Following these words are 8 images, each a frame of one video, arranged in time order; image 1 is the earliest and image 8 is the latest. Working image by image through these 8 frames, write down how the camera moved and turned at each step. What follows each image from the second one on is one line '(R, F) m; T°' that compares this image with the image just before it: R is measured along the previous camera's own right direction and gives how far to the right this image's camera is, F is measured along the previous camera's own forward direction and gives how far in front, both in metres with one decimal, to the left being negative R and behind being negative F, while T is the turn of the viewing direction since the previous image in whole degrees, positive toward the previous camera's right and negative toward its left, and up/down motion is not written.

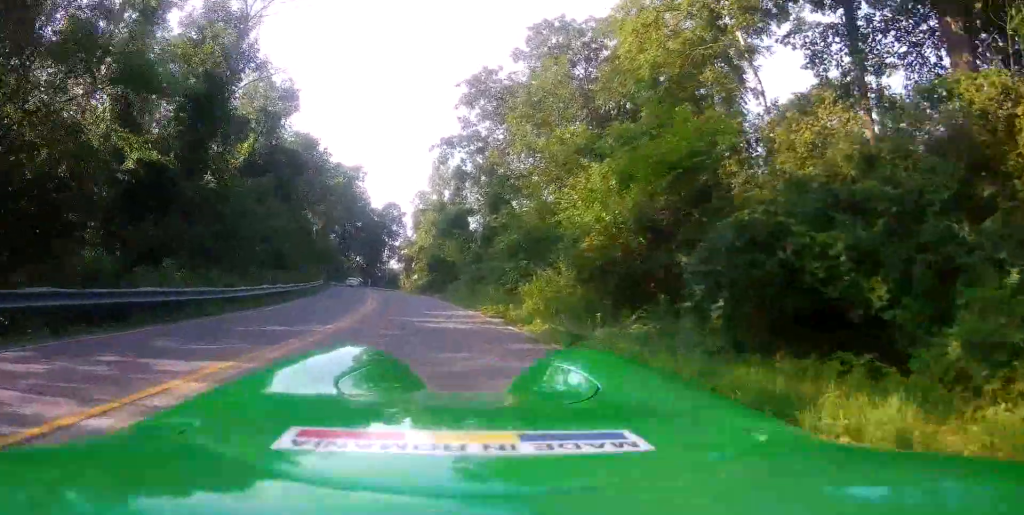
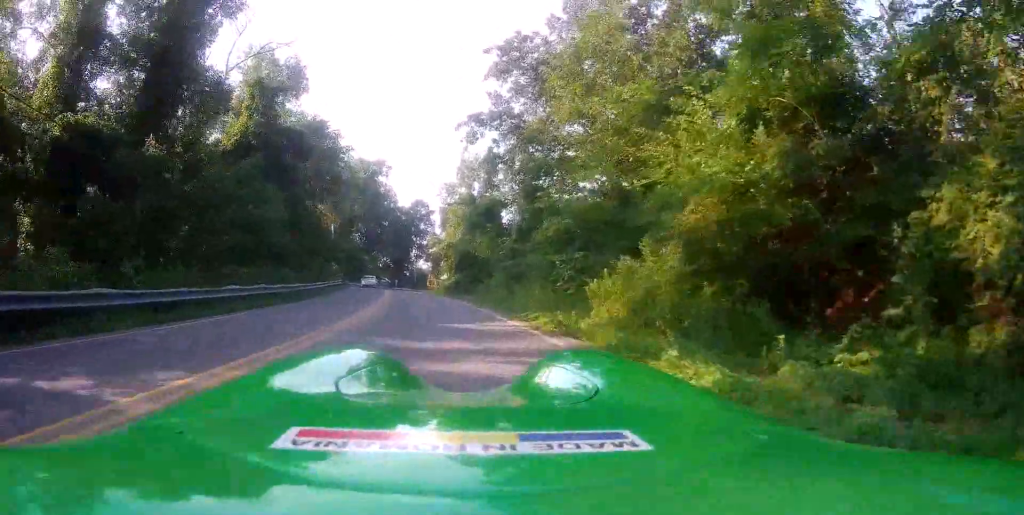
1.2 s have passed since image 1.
(-0.7, +6.3) m; -6°
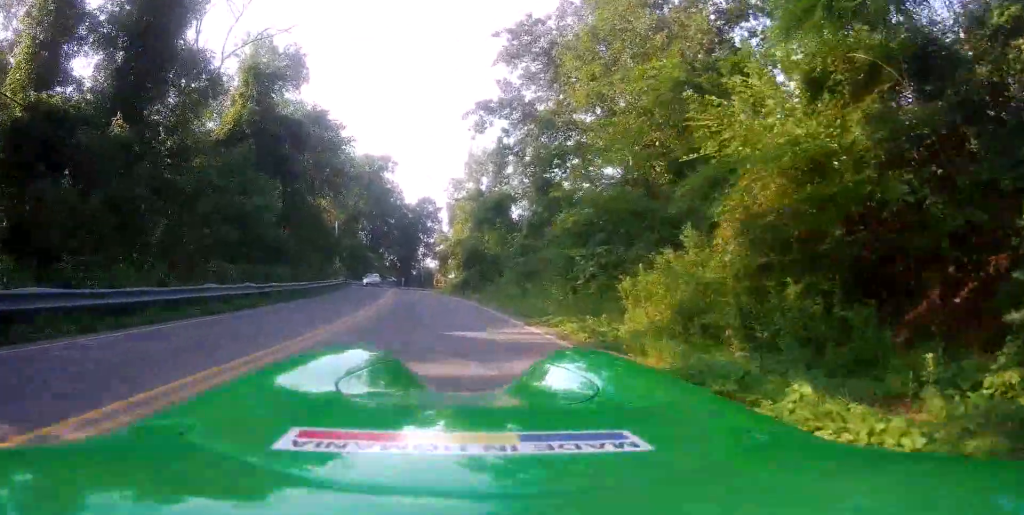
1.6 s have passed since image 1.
(+0.1, +2.2) m; +1°
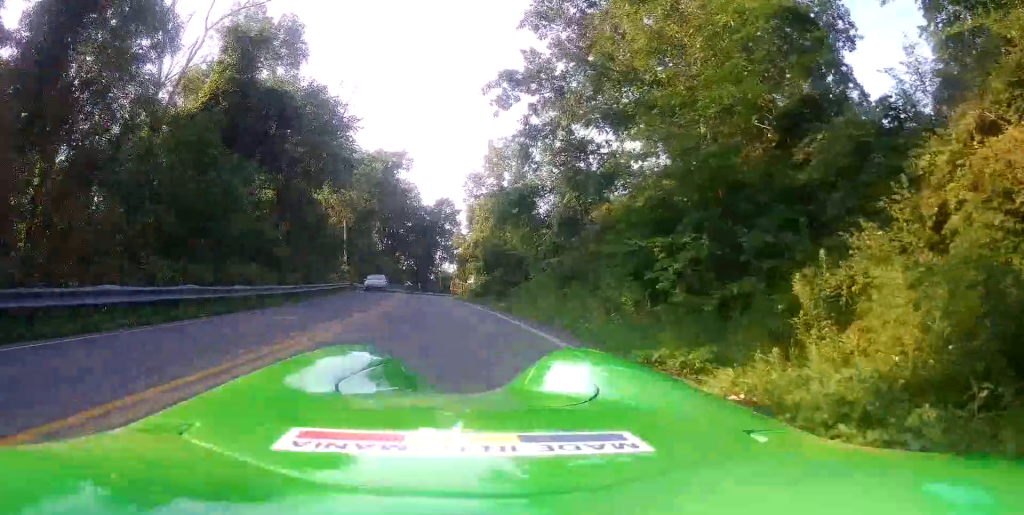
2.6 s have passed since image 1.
(+0.1, +5.6) m; 0°
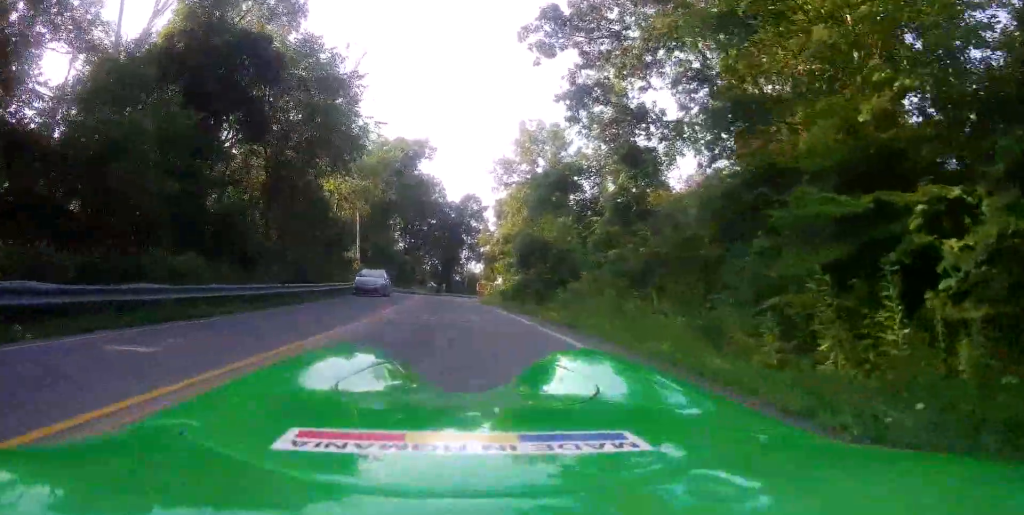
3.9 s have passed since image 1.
(-0.1, +6.8) m; +2°
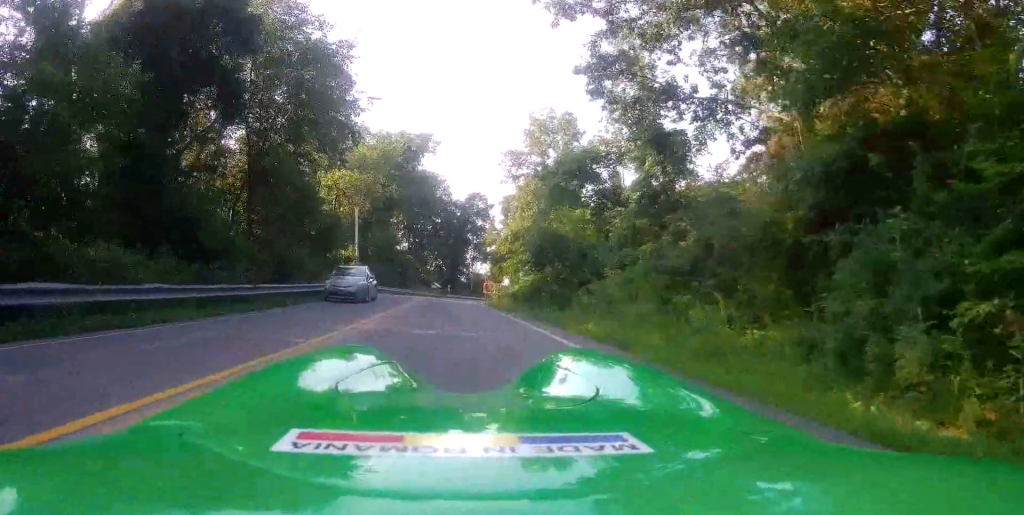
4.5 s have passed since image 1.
(+0.1, +3.4) m; +2°
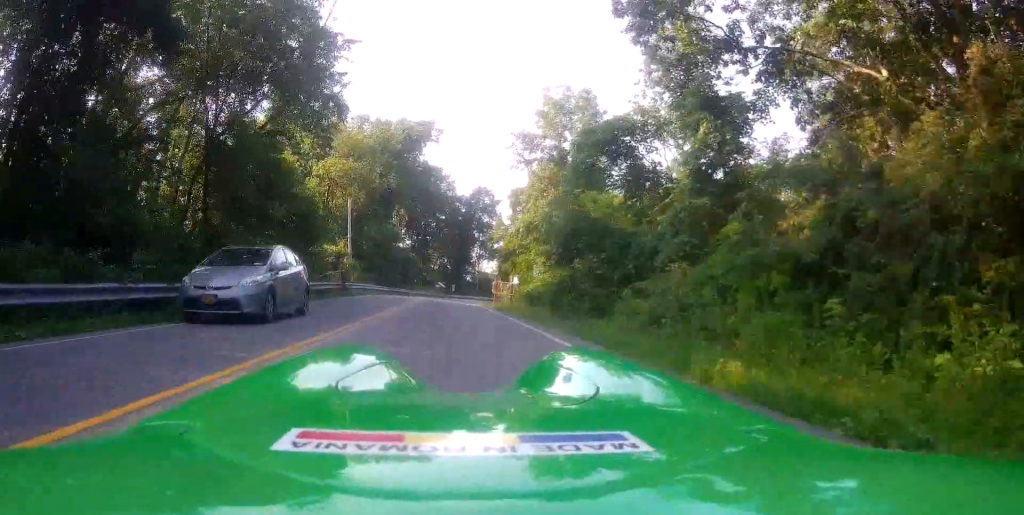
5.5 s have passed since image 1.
(+0.2, +5.6) m; 0°
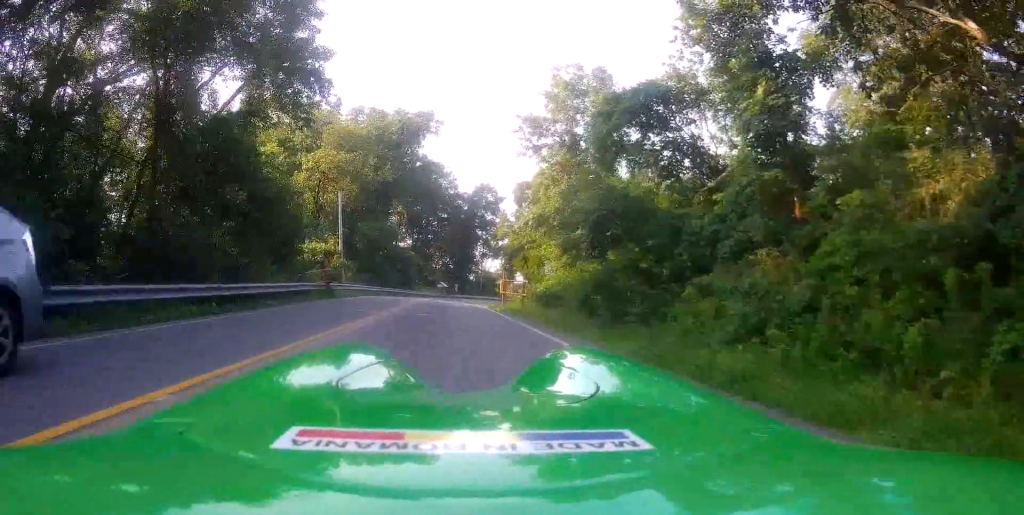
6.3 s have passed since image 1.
(-0.1, +4.2) m; -3°
